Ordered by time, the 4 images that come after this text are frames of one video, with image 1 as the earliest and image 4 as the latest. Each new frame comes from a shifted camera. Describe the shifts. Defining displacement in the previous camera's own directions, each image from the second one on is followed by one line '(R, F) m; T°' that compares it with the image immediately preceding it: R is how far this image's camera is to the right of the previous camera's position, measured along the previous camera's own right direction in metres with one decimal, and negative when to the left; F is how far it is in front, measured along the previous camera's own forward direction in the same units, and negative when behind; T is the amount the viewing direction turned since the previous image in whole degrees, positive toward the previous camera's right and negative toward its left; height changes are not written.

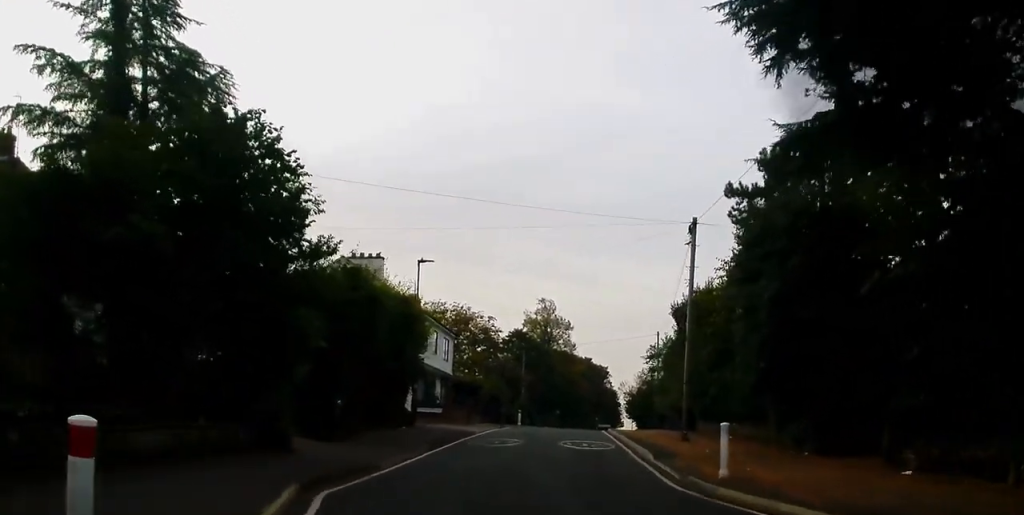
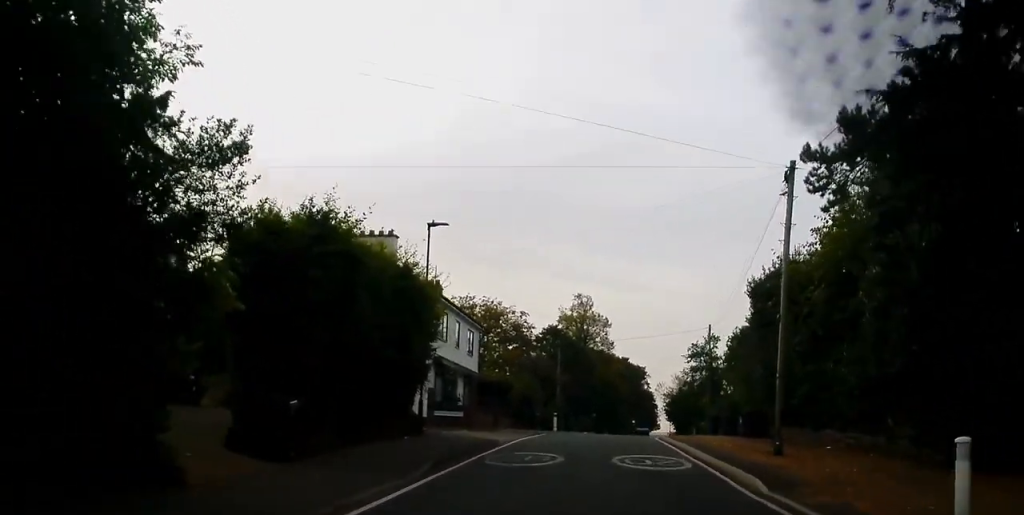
(+0.2, +6.8) m; 0°
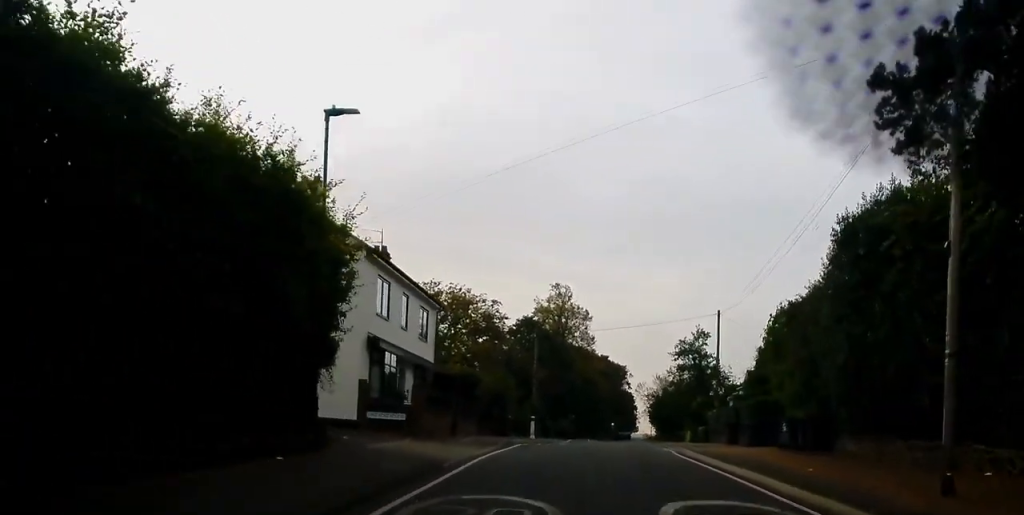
(-0.2, +9.6) m; -2°
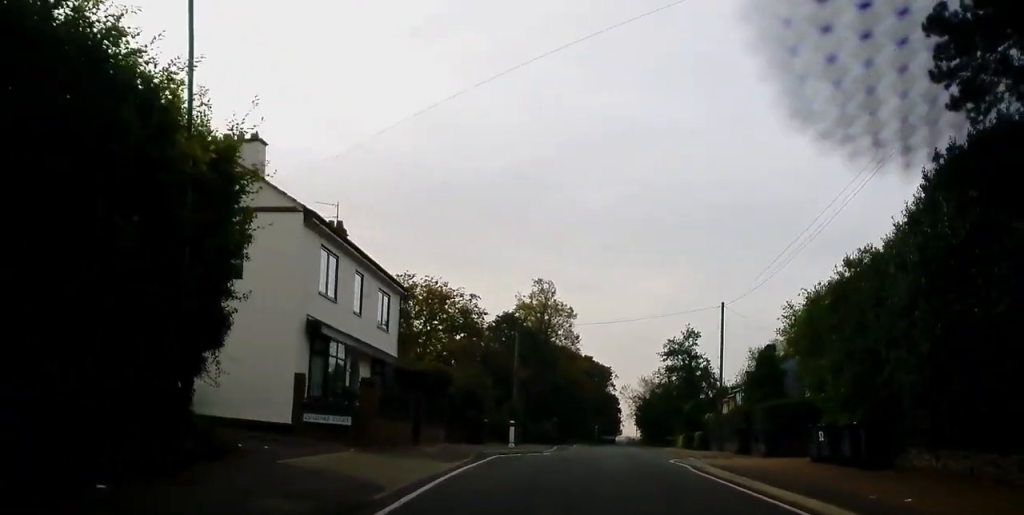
(0.0, +5.1) m; +2°
